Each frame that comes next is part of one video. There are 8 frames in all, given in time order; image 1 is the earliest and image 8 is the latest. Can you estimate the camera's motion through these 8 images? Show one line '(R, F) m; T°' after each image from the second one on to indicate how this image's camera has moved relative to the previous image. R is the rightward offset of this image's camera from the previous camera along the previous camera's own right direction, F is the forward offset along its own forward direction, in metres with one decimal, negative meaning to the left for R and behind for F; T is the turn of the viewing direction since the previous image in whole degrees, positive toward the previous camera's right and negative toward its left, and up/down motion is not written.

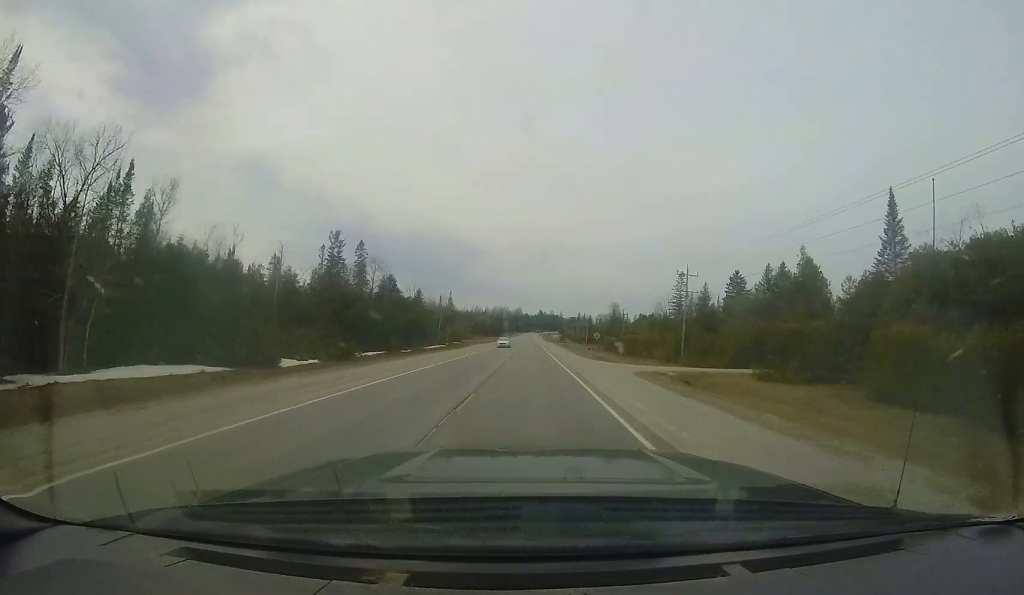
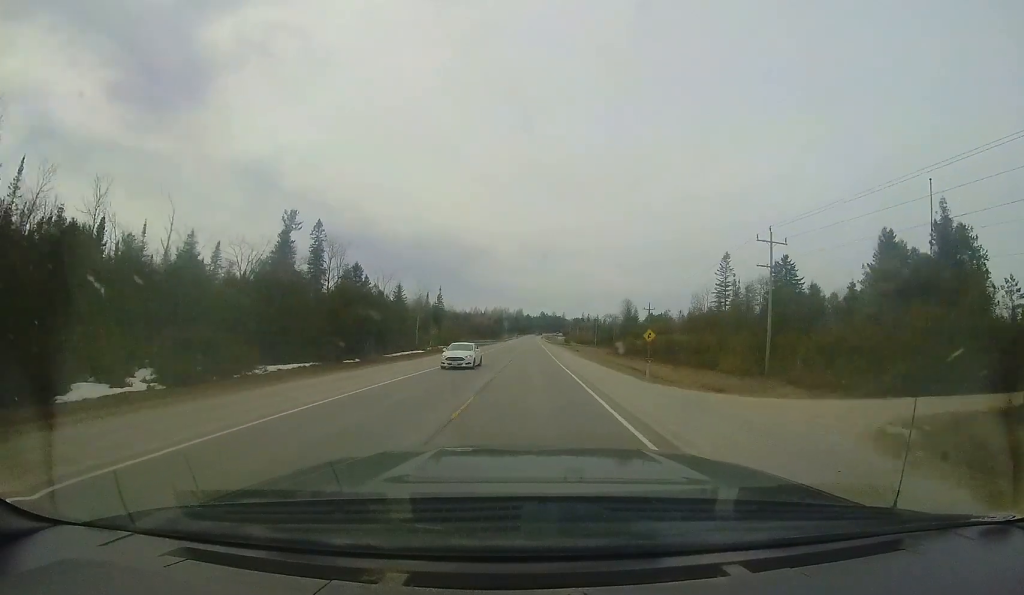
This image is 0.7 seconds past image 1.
(+0.1, +18.2) m; -1°
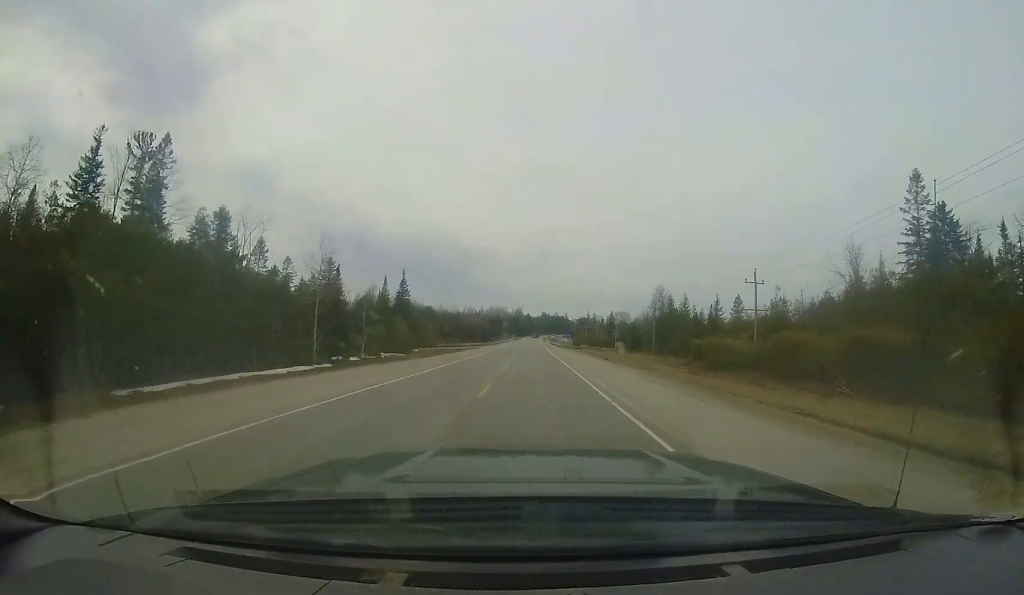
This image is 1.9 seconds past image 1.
(-0.4, +33.4) m; 0°
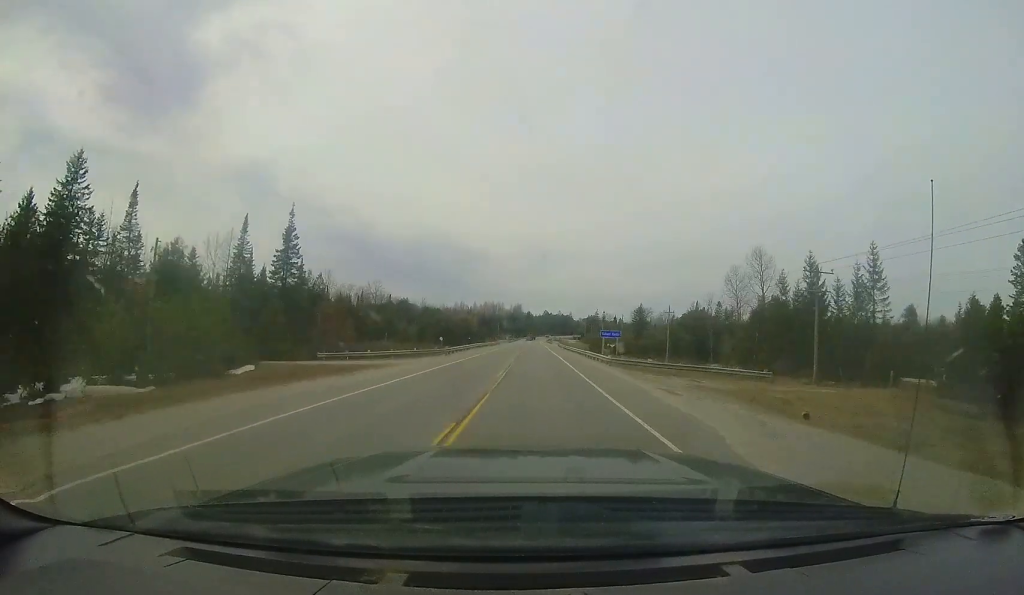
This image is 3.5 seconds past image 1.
(0.0, +42.2) m; -1°
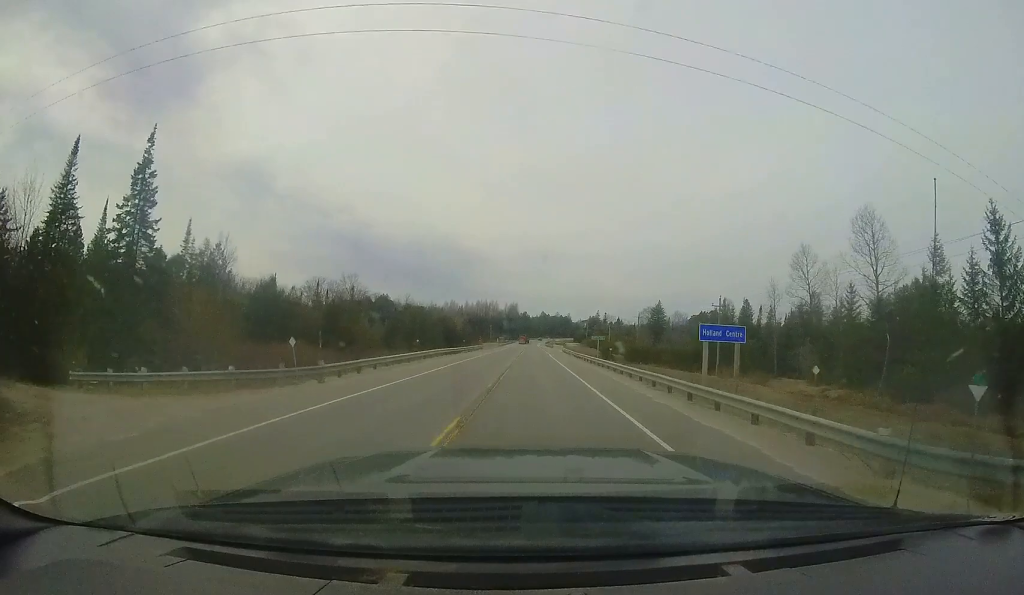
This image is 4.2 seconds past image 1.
(-0.1, +20.6) m; 0°
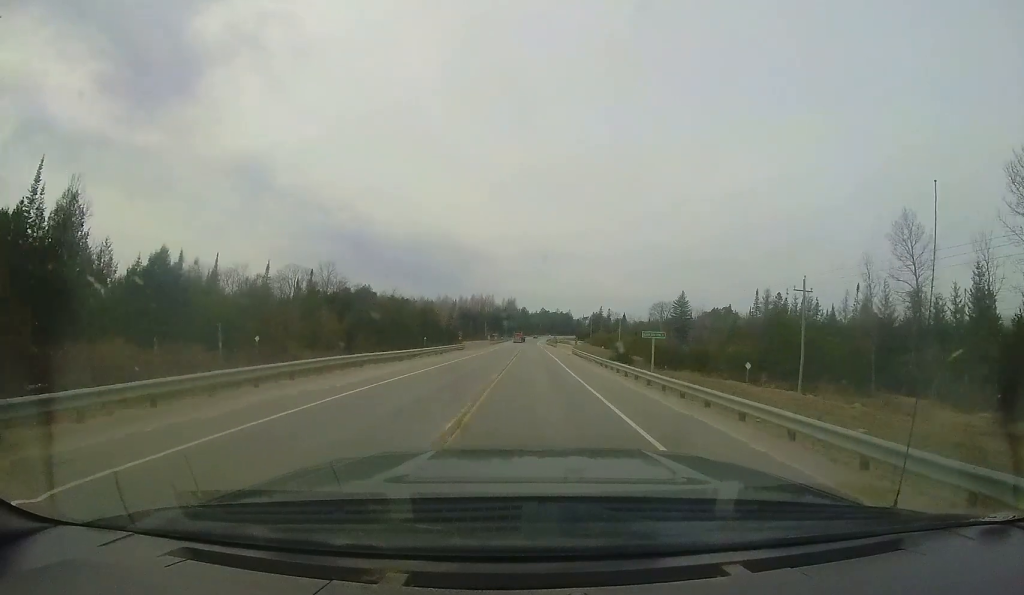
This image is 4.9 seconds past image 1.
(0.0, +16.9) m; 0°
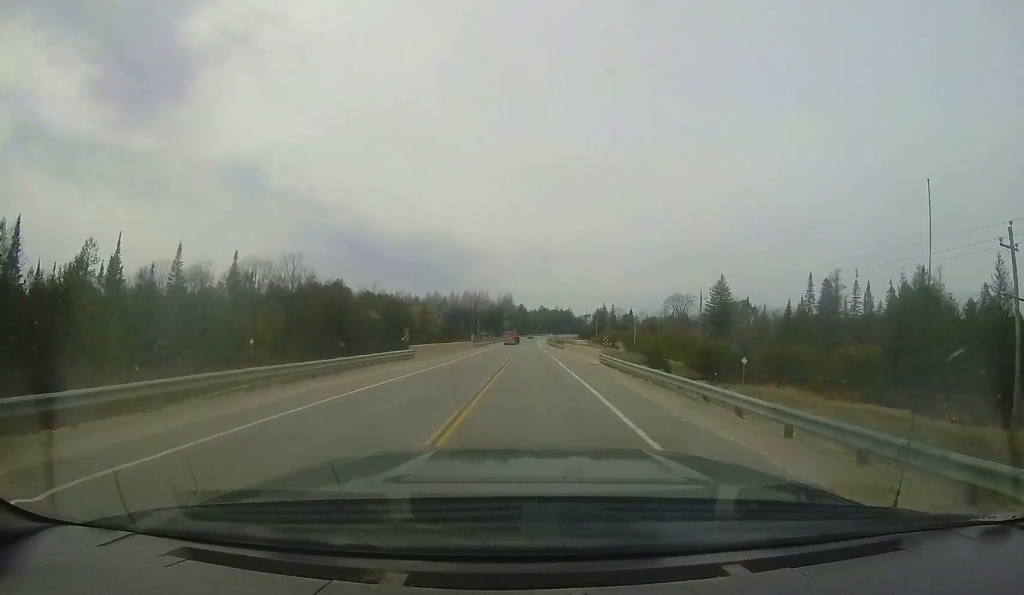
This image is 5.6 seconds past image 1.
(-0.1, +19.3) m; +1°
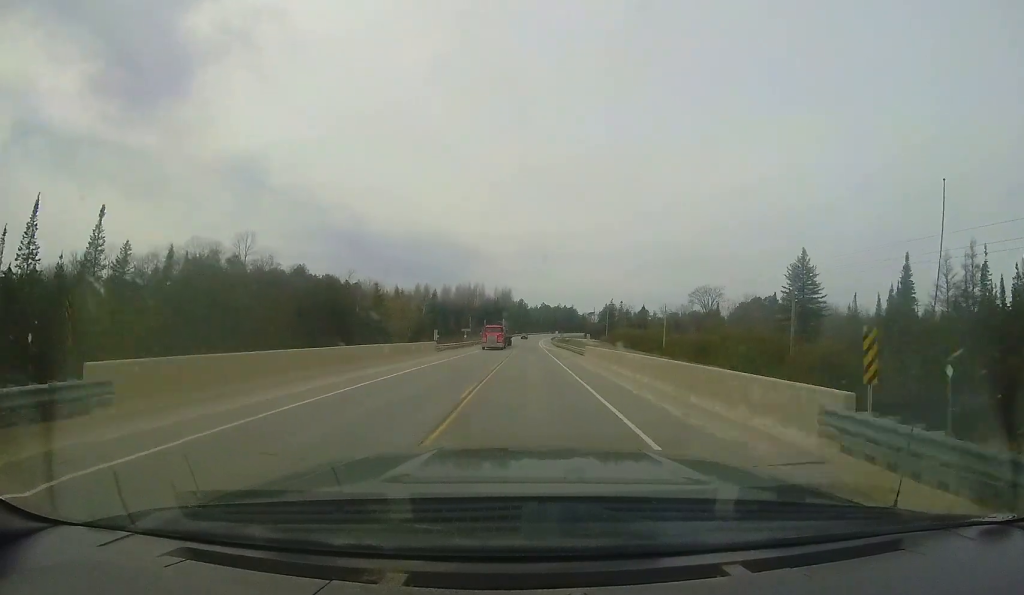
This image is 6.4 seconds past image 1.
(+0.5, +21.4) m; 0°
